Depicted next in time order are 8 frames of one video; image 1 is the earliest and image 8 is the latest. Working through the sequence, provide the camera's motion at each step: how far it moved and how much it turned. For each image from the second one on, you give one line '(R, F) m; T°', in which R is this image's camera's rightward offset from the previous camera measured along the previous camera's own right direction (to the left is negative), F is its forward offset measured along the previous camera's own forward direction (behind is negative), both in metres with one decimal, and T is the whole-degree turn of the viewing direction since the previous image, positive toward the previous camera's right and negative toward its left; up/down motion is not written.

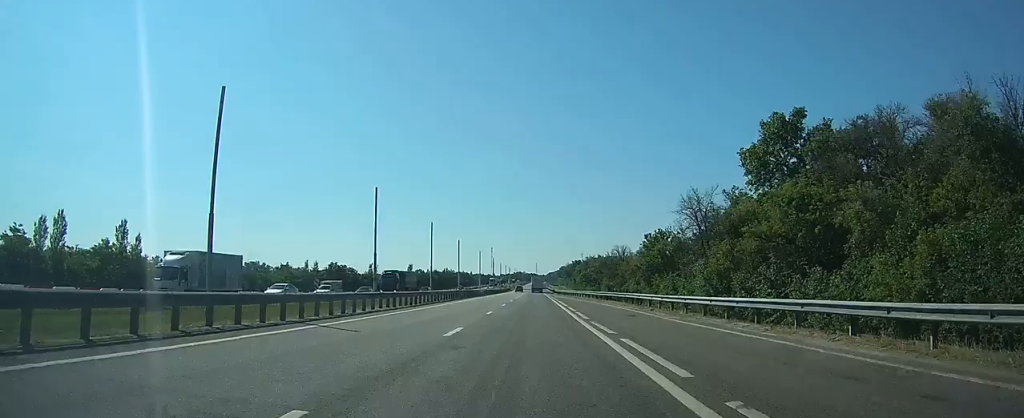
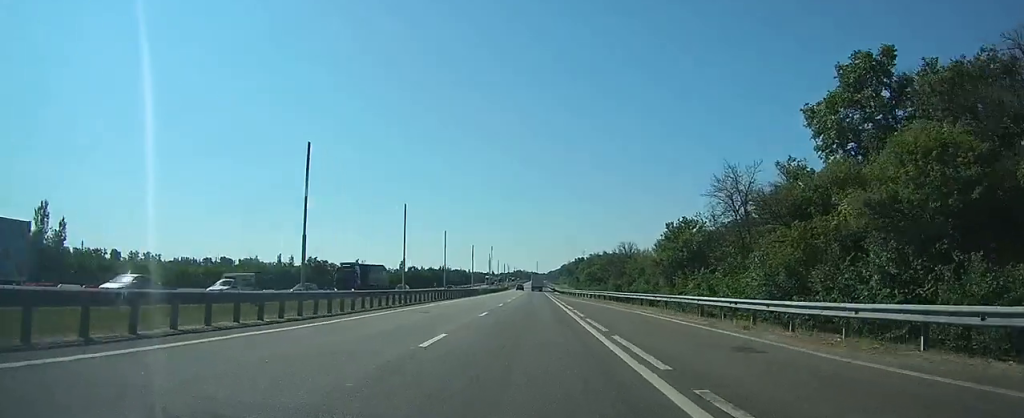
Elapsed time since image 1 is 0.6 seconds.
(0.0, +14.8) m; 0°
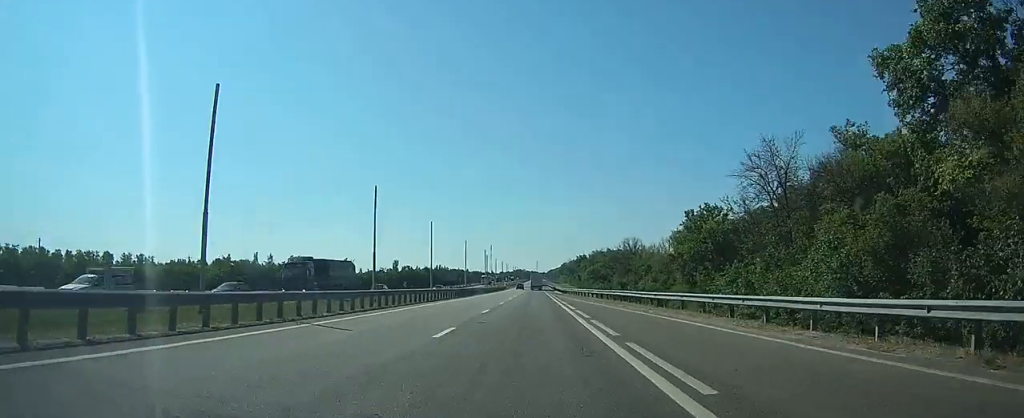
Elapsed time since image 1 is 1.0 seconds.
(0.0, +10.5) m; 0°
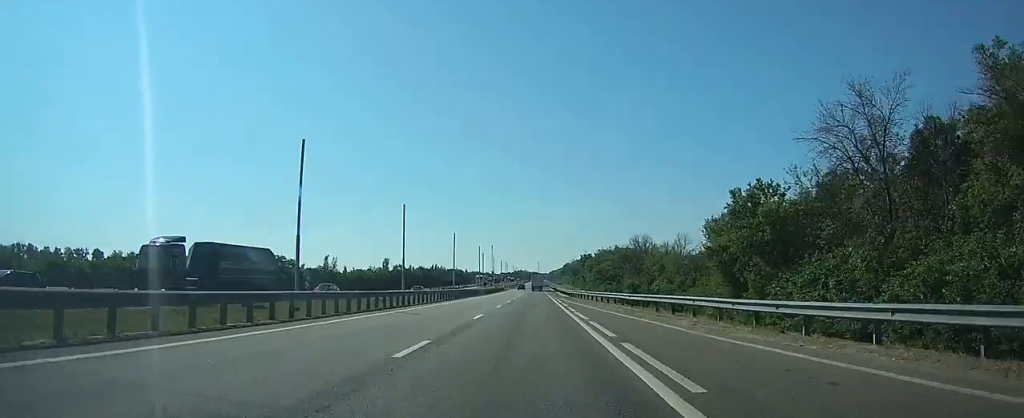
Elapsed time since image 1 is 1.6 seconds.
(0.0, +15.6) m; 0°
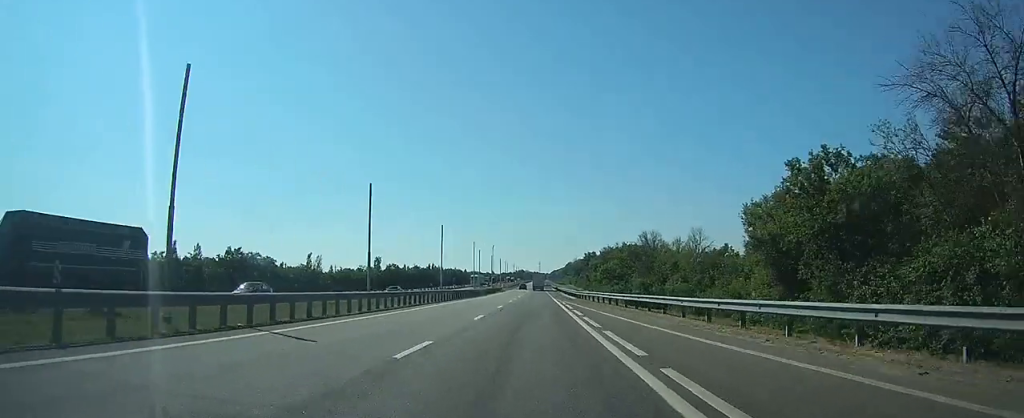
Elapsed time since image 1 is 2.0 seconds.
(0.0, +12.1) m; 0°
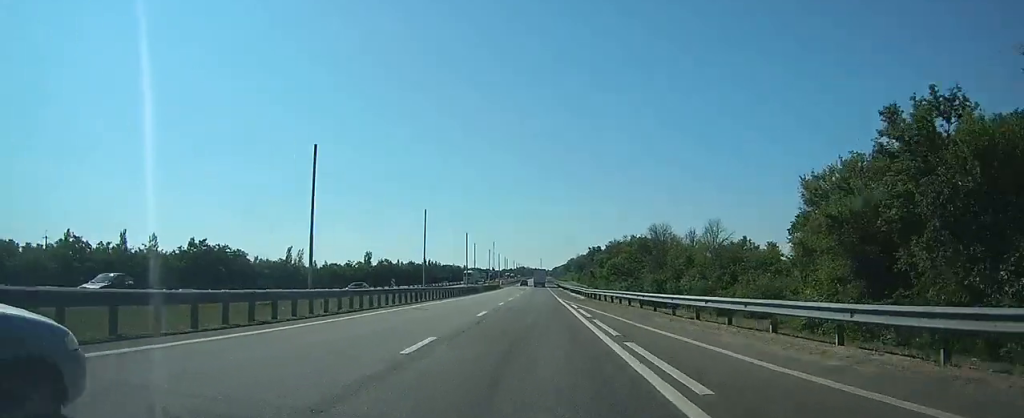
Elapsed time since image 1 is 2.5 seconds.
(-0.1, +12.0) m; 0°
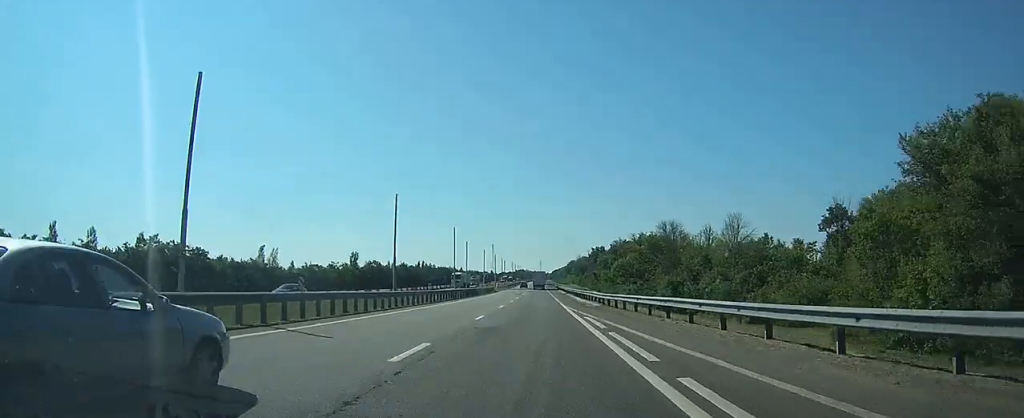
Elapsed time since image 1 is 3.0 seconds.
(0.0, +12.8) m; 0°
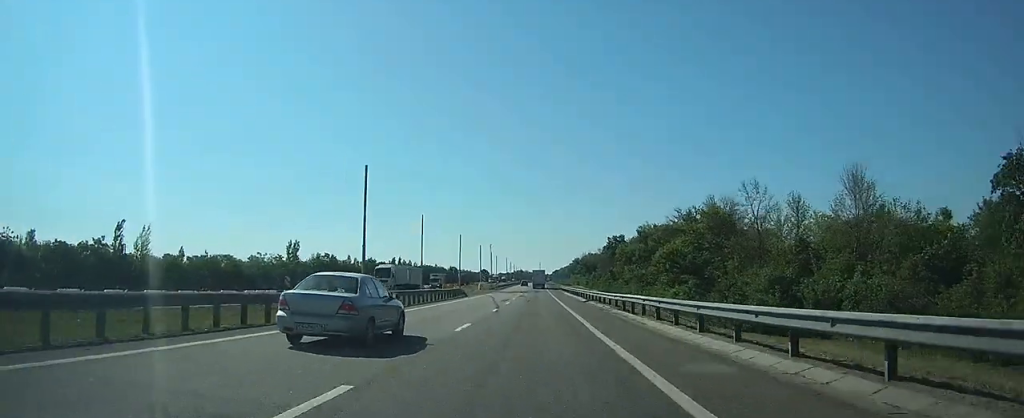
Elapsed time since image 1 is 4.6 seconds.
(0.0, +41.4) m; 0°
